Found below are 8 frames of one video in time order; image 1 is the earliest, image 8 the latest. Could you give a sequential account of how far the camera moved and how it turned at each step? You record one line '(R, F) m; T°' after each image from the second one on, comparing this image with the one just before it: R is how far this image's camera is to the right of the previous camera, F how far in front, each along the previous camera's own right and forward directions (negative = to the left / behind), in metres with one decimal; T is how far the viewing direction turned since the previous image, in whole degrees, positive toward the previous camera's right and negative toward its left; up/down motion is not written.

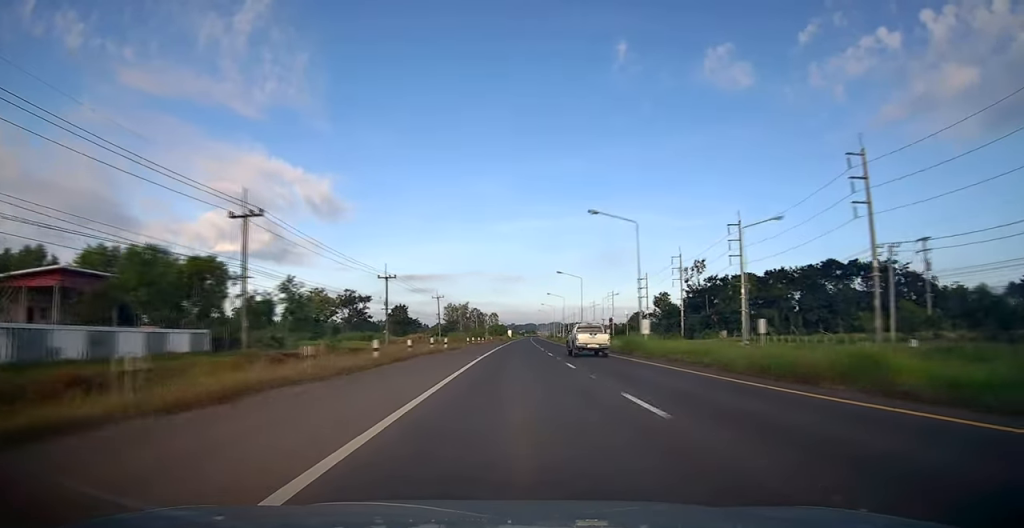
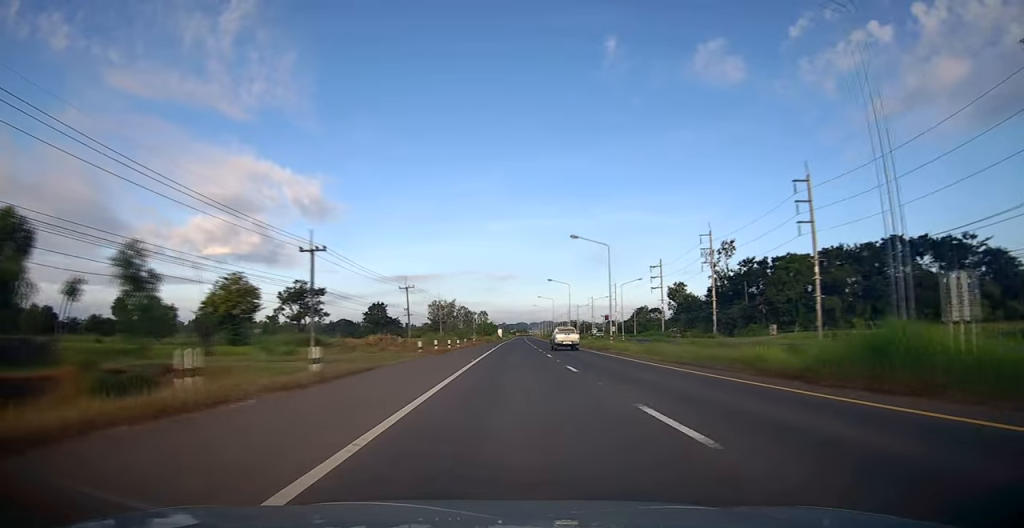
(-0.2, +26.5) m; 0°
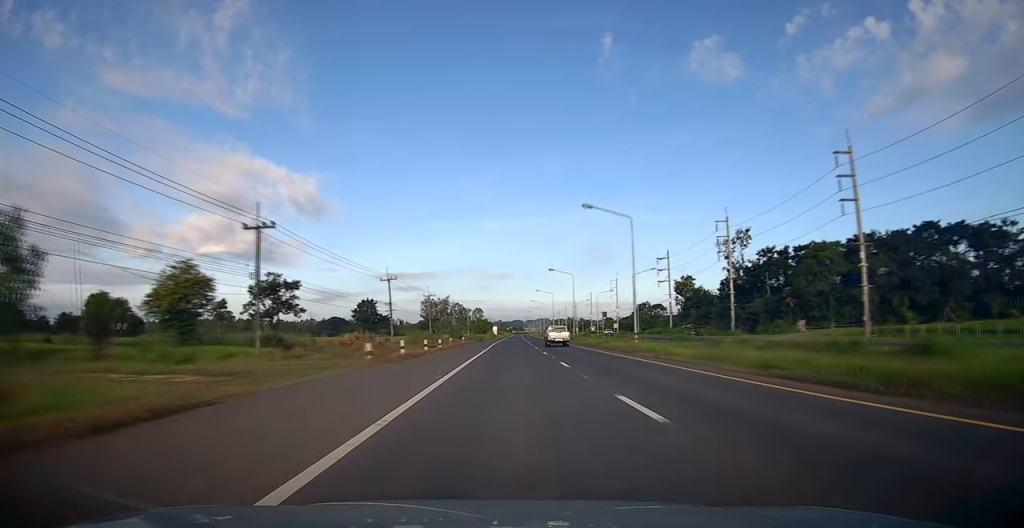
(+0.1, +10.6) m; +1°
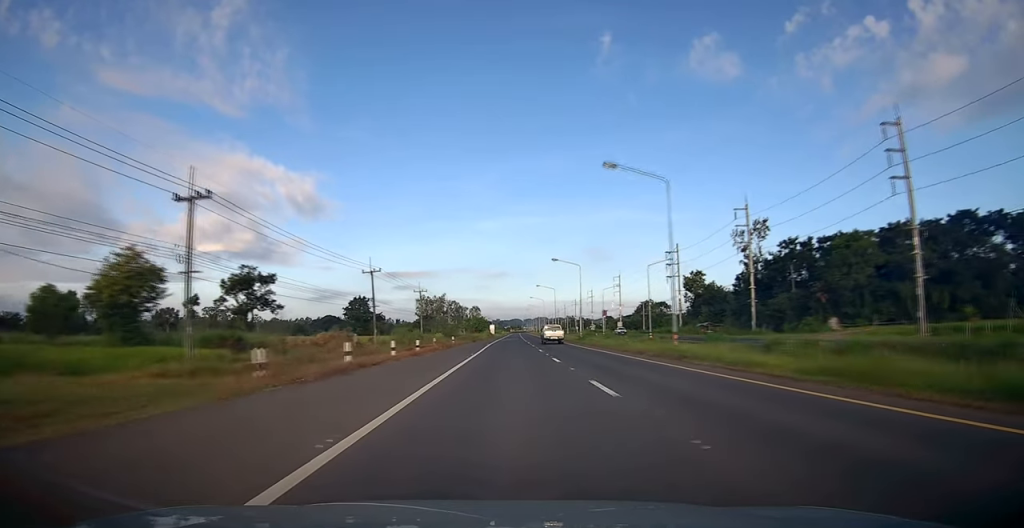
(+0.1, +9.1) m; +1°
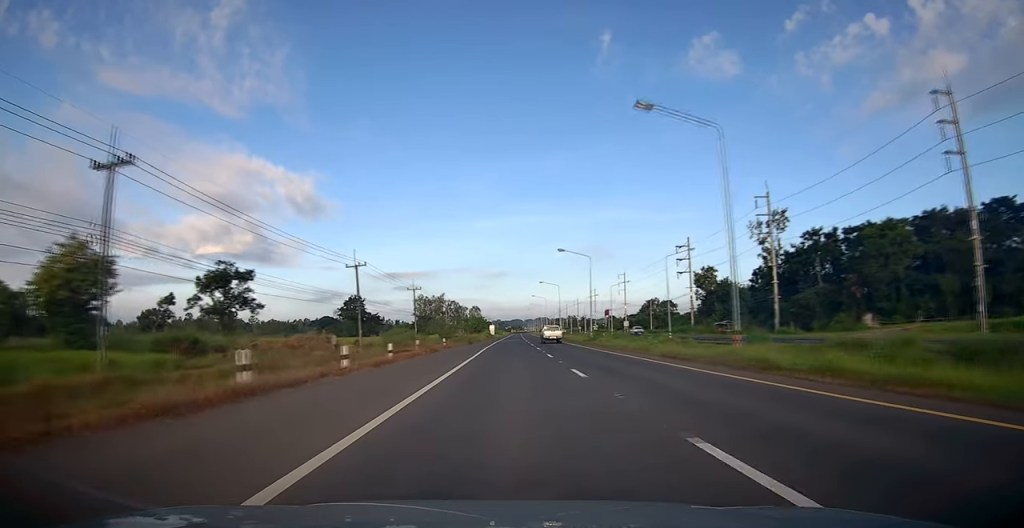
(0.0, +7.6) m; 0°
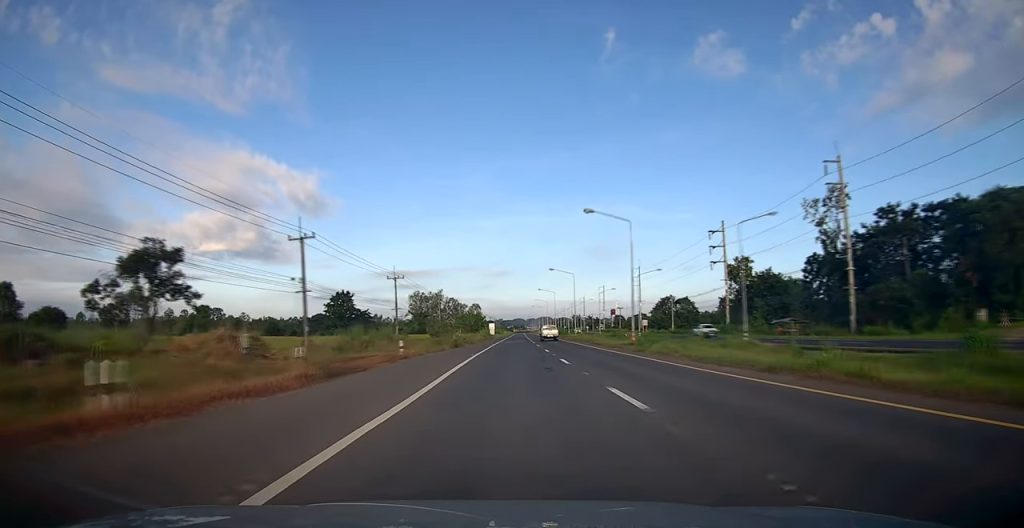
(+0.1, +18.2) m; 0°
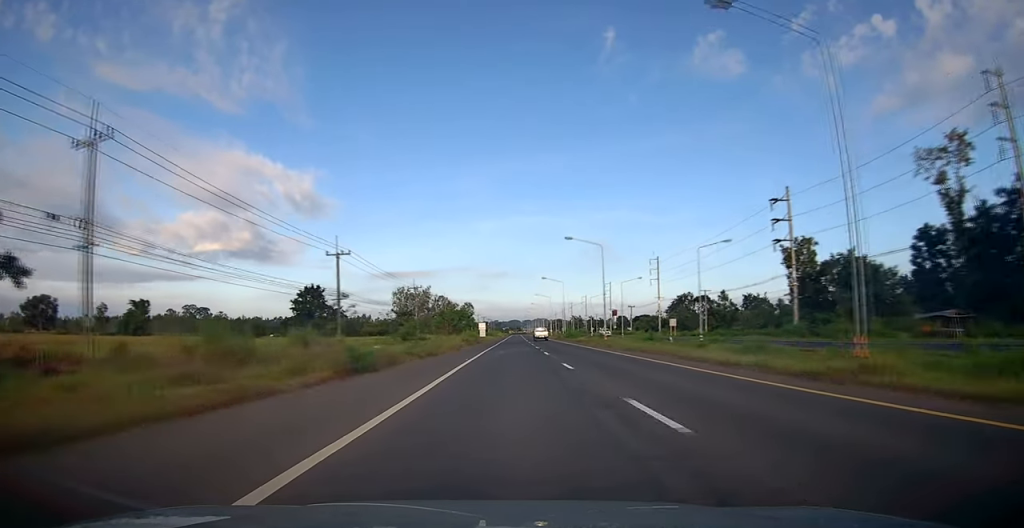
(-0.1, +25.9) m; -1°
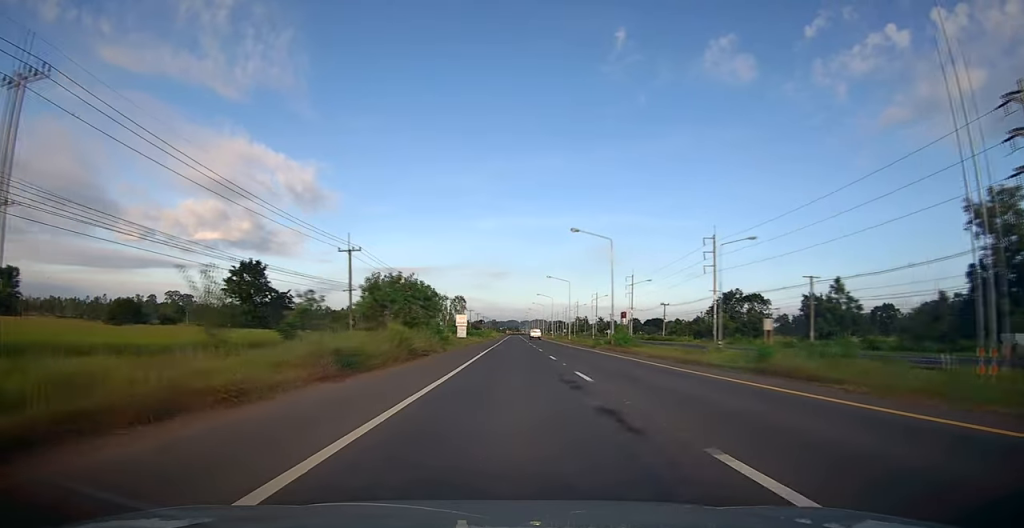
(0.0, +40.6) m; +1°
